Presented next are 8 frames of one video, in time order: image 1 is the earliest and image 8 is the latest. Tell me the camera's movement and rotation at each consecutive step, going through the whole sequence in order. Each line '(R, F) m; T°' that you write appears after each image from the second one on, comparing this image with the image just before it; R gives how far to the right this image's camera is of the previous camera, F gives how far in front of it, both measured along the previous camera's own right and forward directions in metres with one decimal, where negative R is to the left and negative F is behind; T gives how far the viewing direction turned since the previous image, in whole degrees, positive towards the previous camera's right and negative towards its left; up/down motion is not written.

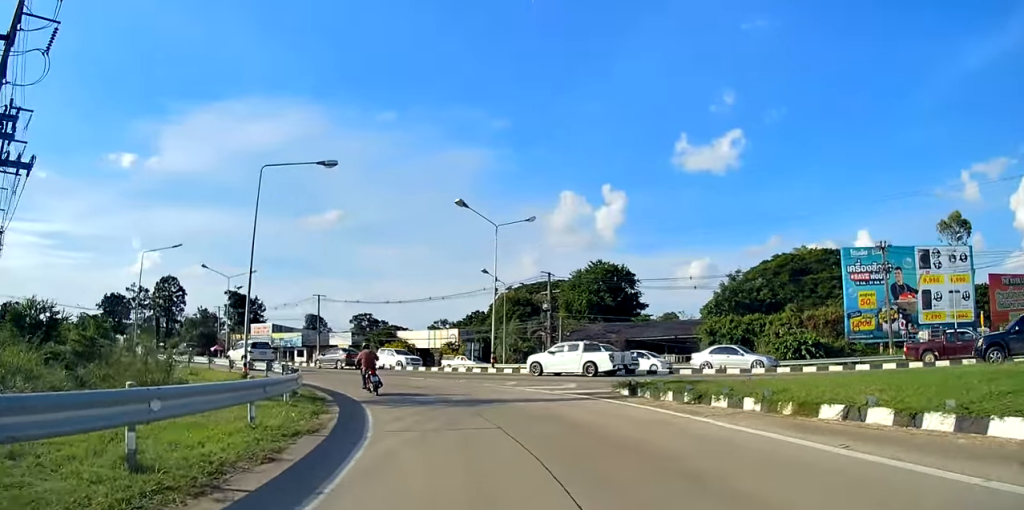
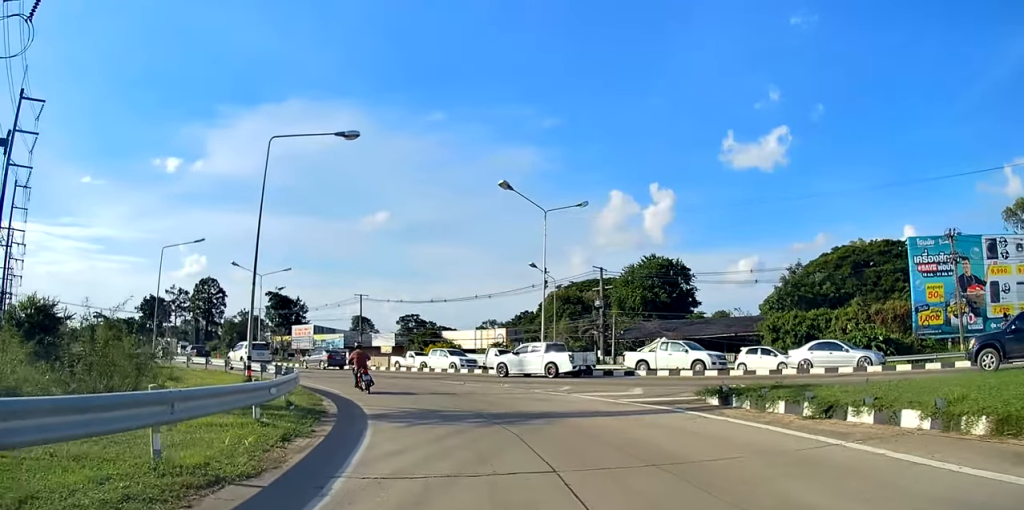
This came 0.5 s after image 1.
(0.0, +4.0) m; -3°
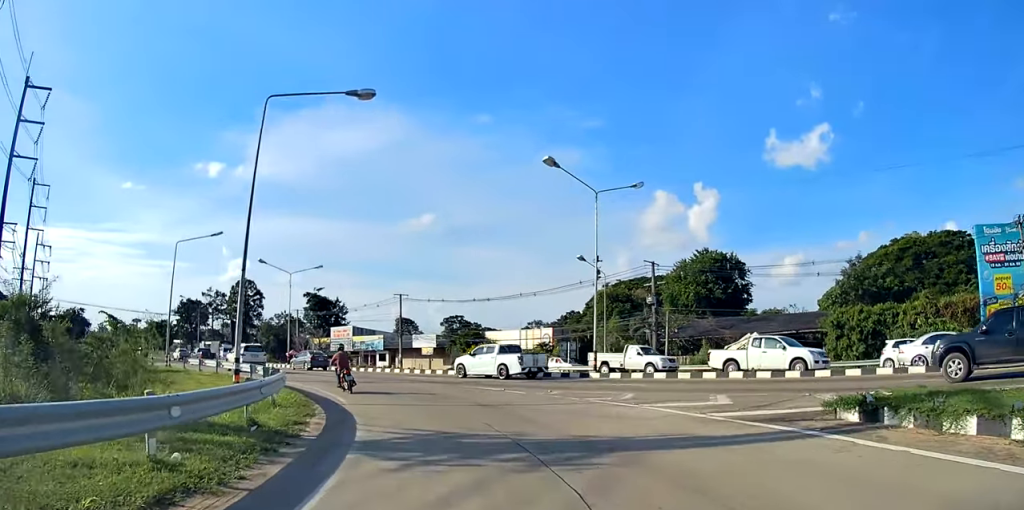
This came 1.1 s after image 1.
(+0.1, +4.4) m; -7°
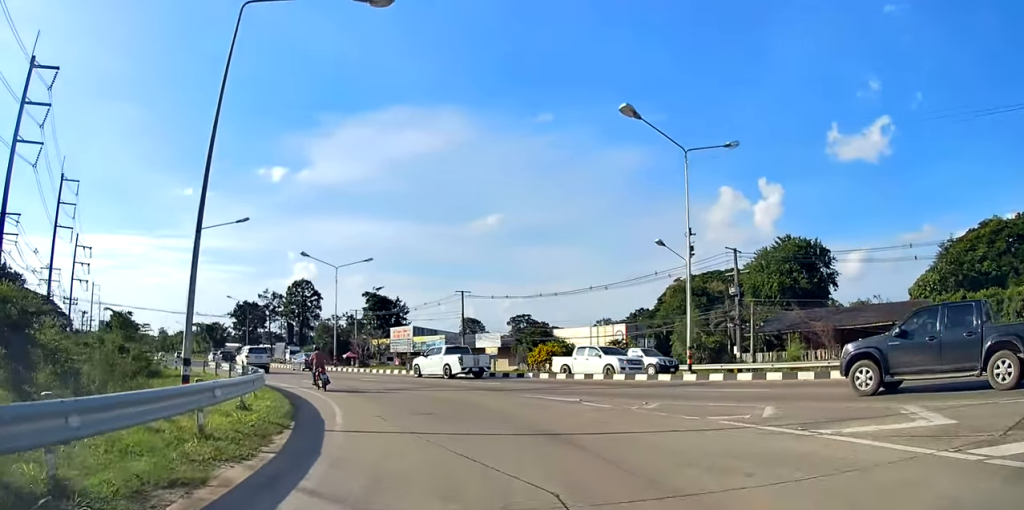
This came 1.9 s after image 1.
(-0.7, +5.8) m; -8°
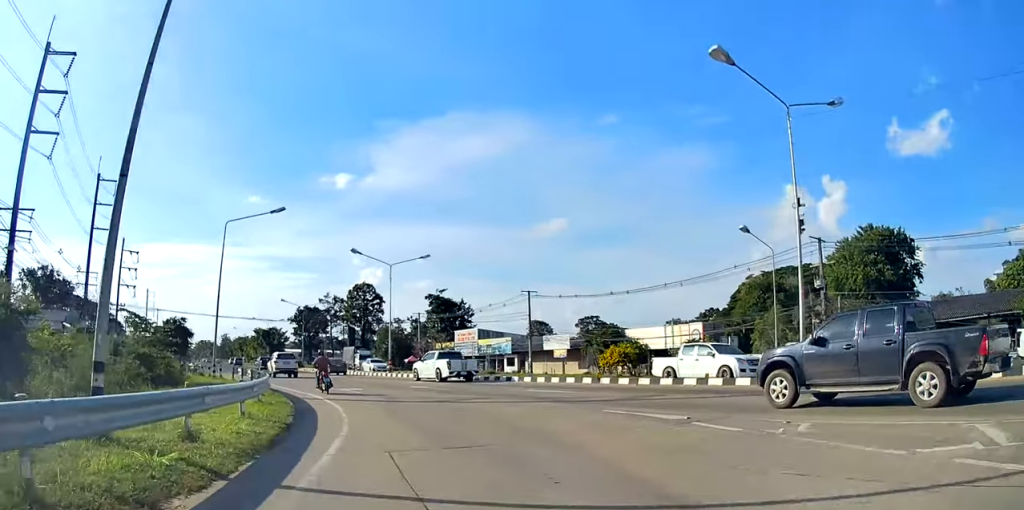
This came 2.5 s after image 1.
(-0.3, +4.6) m; -4°
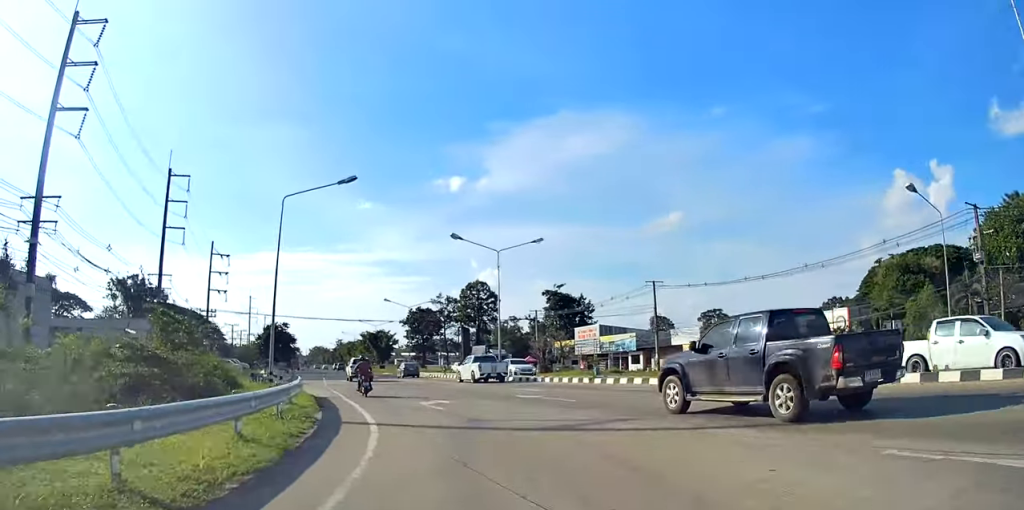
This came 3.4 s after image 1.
(0.0, +7.1) m; -1°
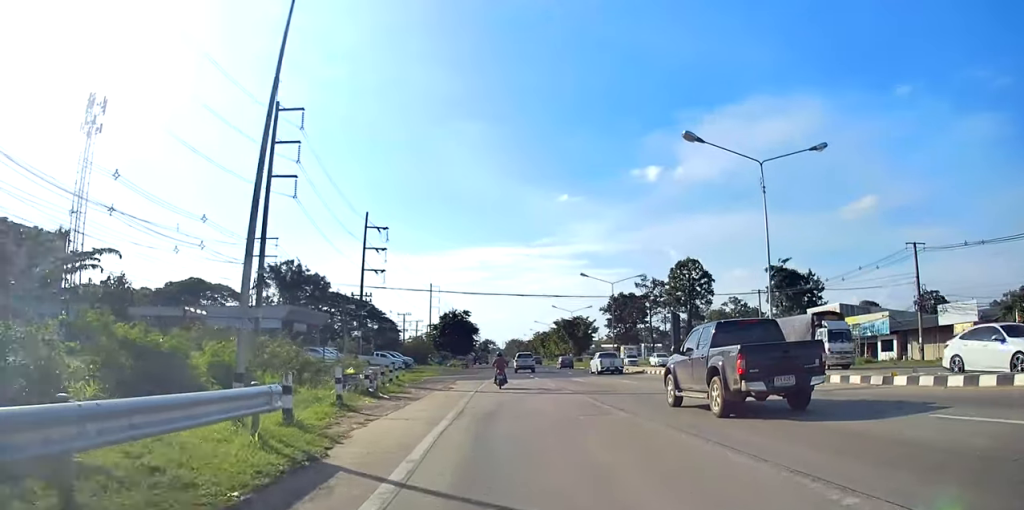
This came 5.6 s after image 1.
(-1.8, +16.7) m; -13°
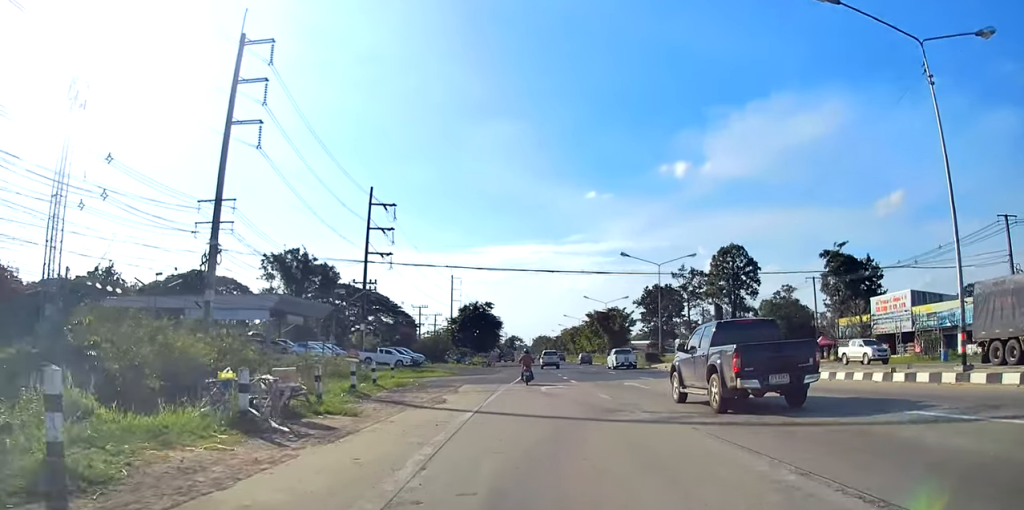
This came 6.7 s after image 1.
(-0.8, +9.7) m; -13°
